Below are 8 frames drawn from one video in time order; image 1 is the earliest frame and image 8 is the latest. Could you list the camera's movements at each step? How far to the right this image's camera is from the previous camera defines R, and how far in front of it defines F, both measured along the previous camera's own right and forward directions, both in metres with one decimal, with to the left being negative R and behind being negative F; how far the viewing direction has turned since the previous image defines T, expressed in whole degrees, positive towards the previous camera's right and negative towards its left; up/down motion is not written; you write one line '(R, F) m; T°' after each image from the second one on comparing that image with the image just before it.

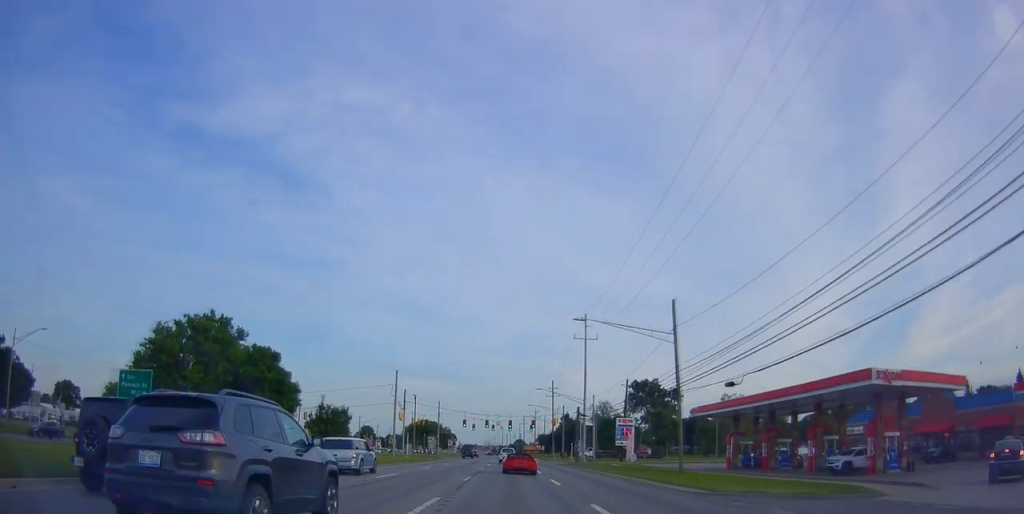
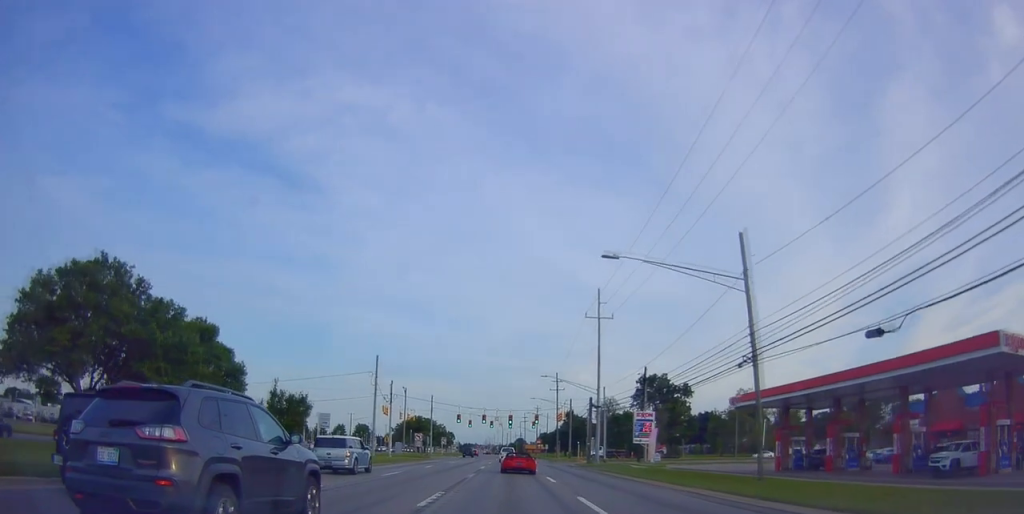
(+0.3, +11.3) m; 0°
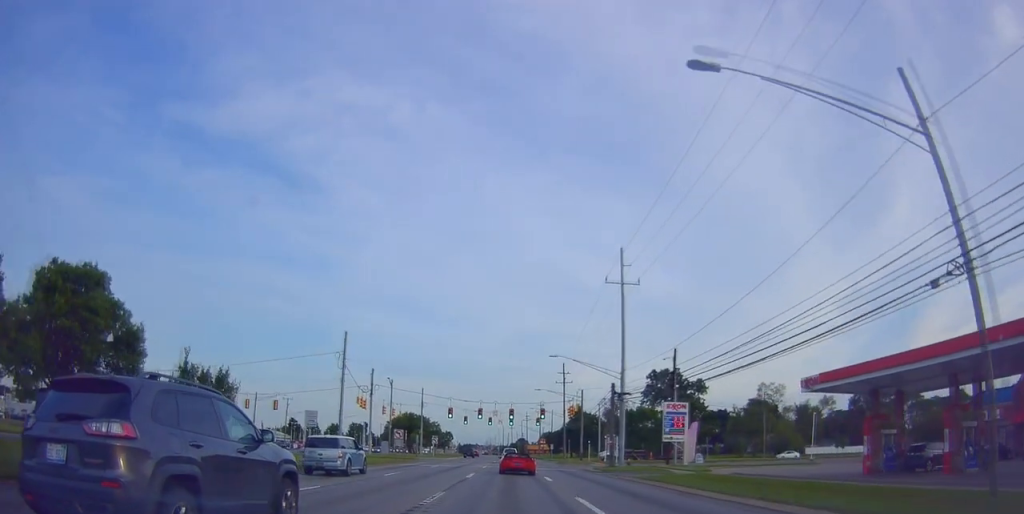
(-0.2, +13.1) m; -1°
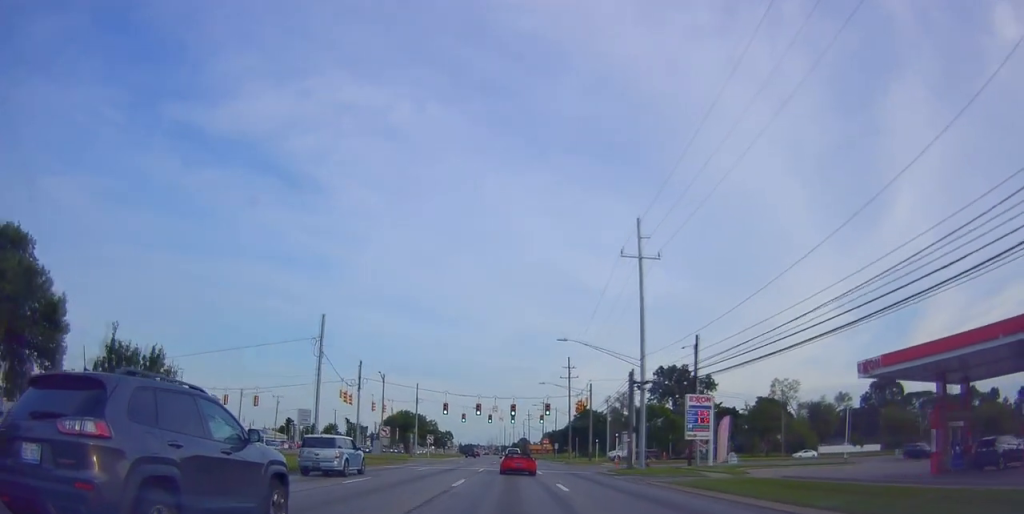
(0.0, +6.9) m; 0°
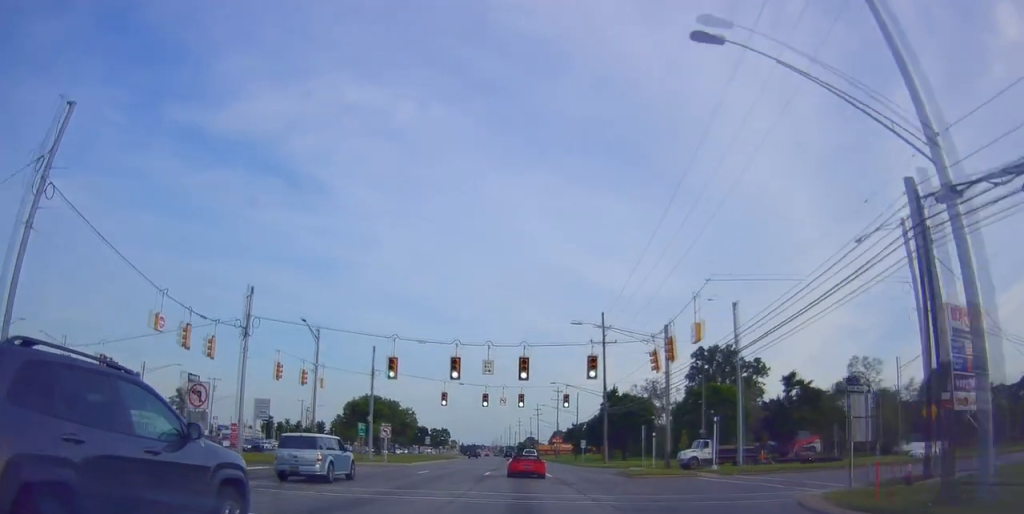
(+1.3, +31.8) m; +2°
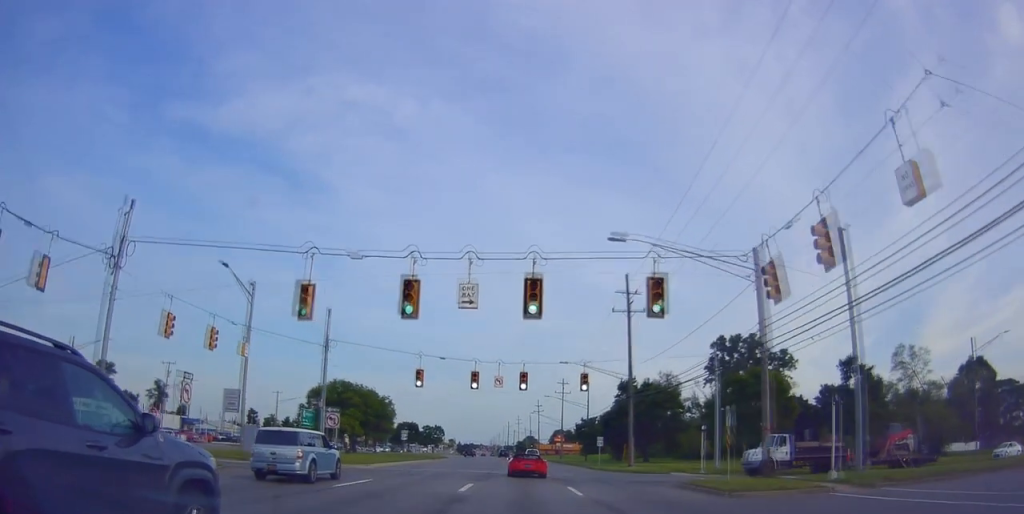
(-0.4, +14.9) m; -2°
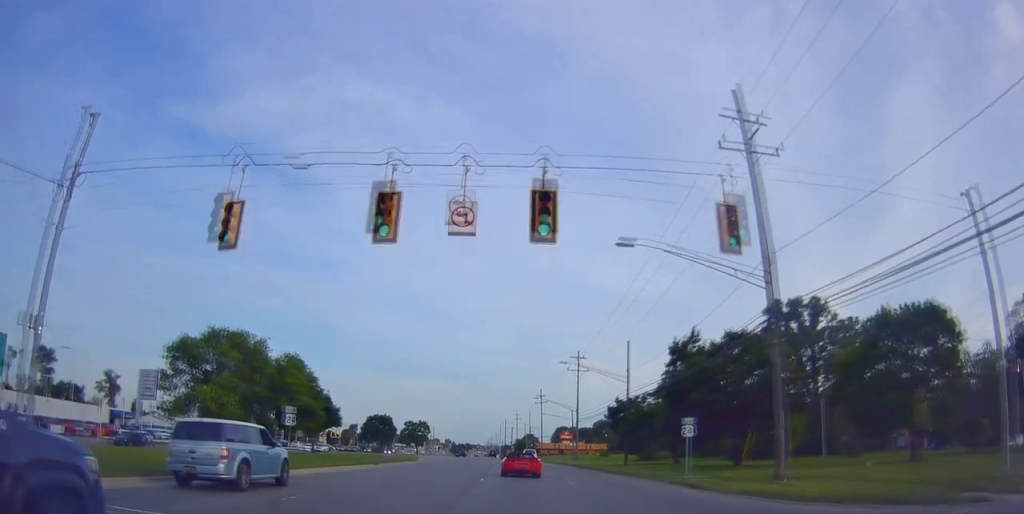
(-0.4, +30.0) m; -1°
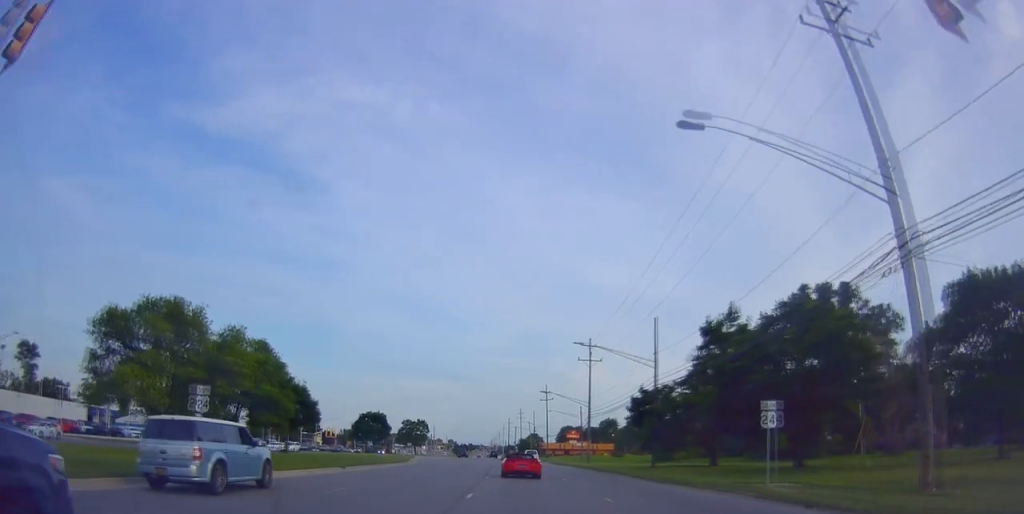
(0.0, +9.4) m; 0°
